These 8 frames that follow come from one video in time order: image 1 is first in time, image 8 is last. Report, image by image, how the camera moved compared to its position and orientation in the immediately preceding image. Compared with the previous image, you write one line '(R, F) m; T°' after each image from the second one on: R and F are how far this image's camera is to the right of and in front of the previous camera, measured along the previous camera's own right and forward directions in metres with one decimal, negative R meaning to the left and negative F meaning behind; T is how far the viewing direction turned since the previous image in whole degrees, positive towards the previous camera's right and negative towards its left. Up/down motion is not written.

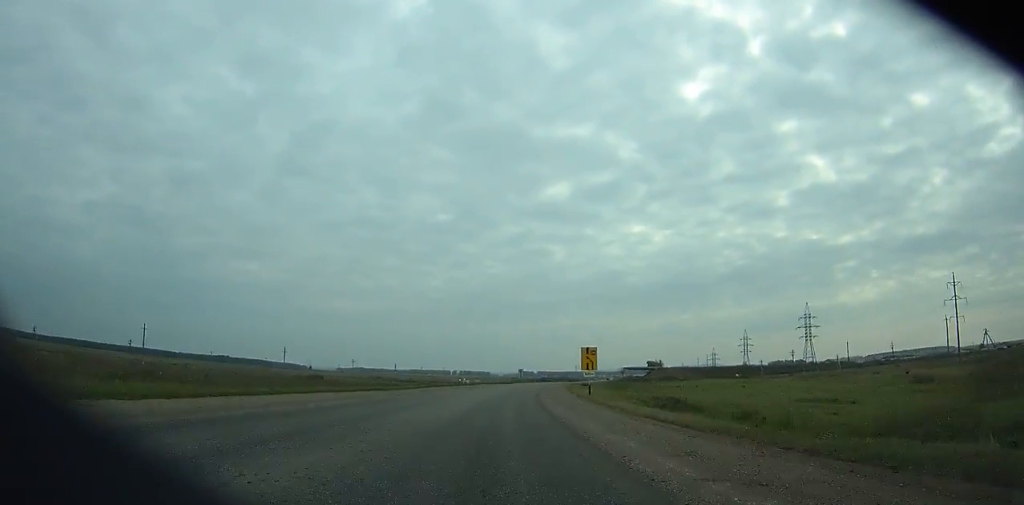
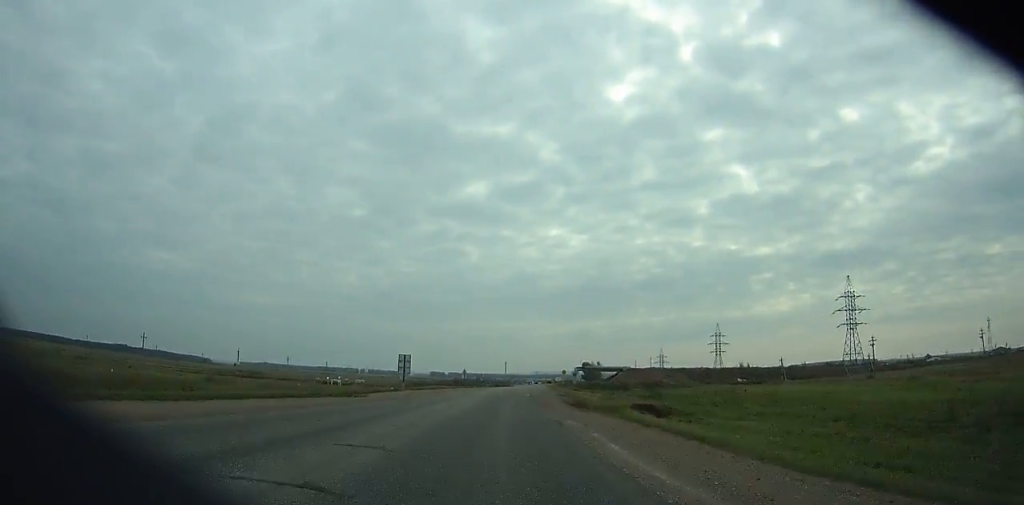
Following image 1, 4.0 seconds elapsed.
(+5.2, +89.1) m; +7°
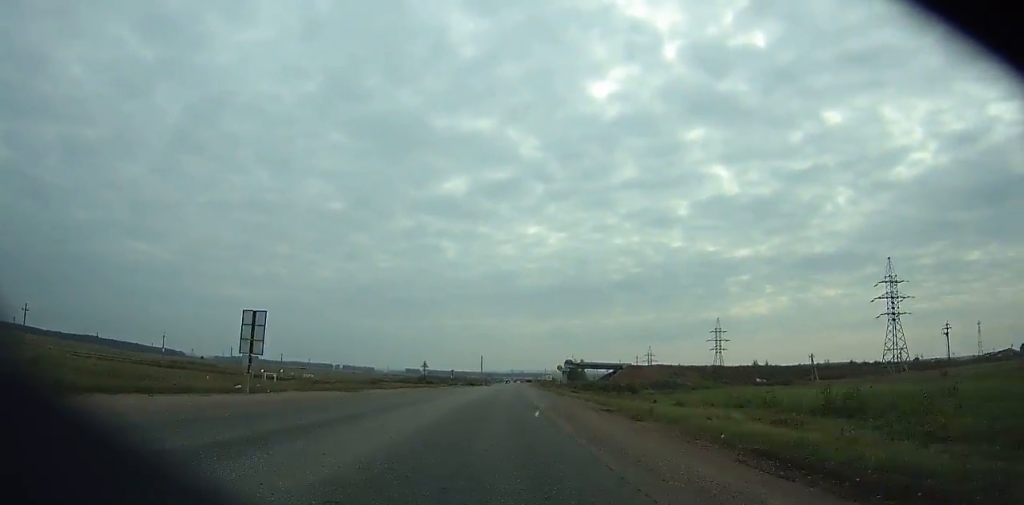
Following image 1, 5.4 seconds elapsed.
(+1.2, +30.9) m; +2°
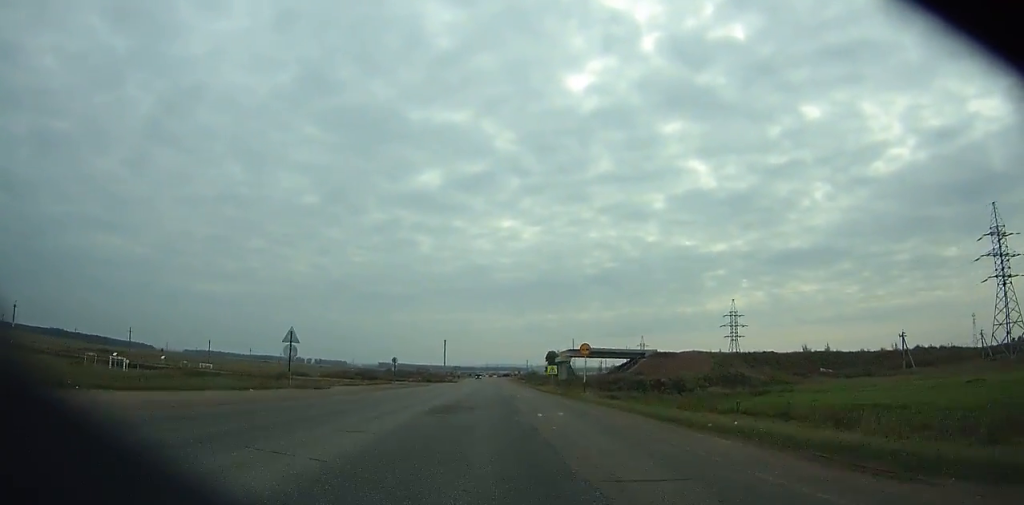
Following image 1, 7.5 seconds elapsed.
(+1.5, +45.4) m; +3°
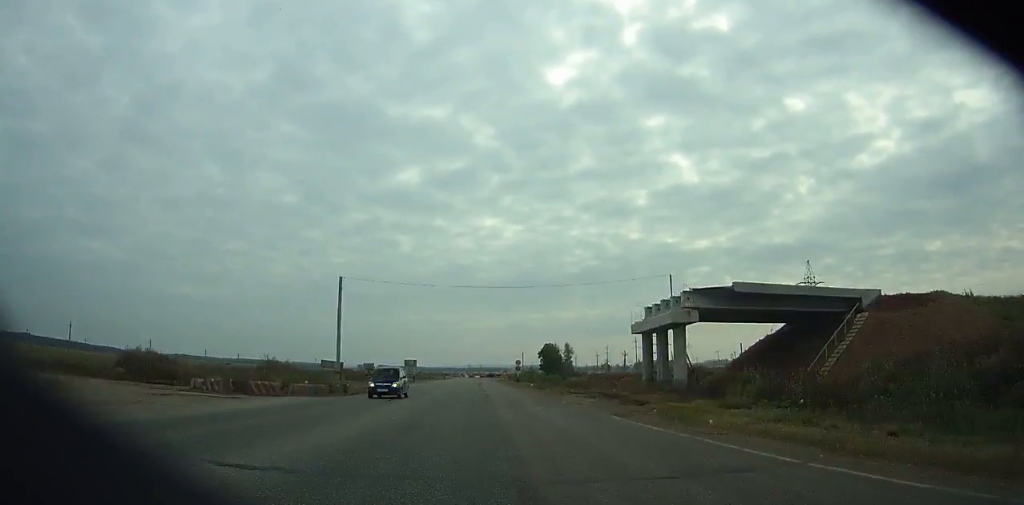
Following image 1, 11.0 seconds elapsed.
(+2.0, +72.7) m; +2°
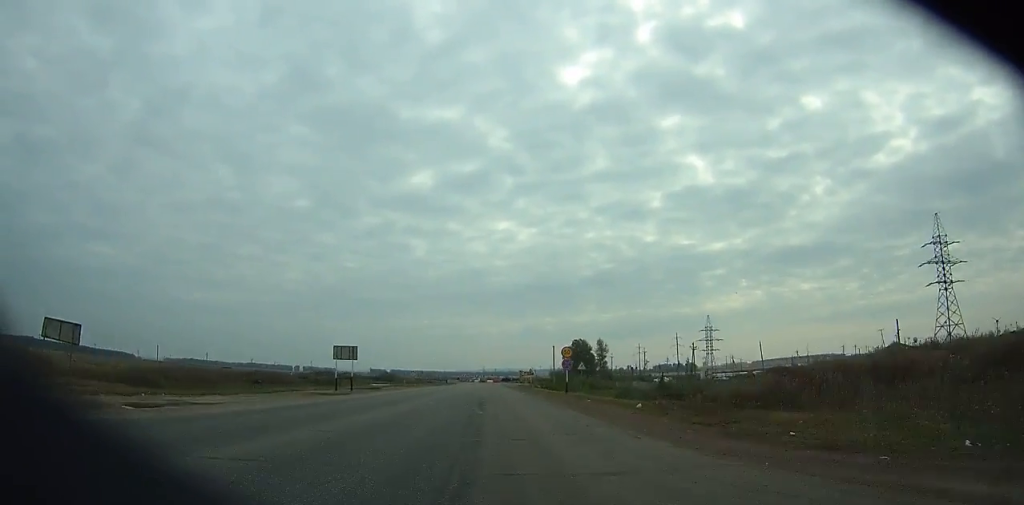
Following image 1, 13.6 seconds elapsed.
(+0.3, +51.5) m; 0°
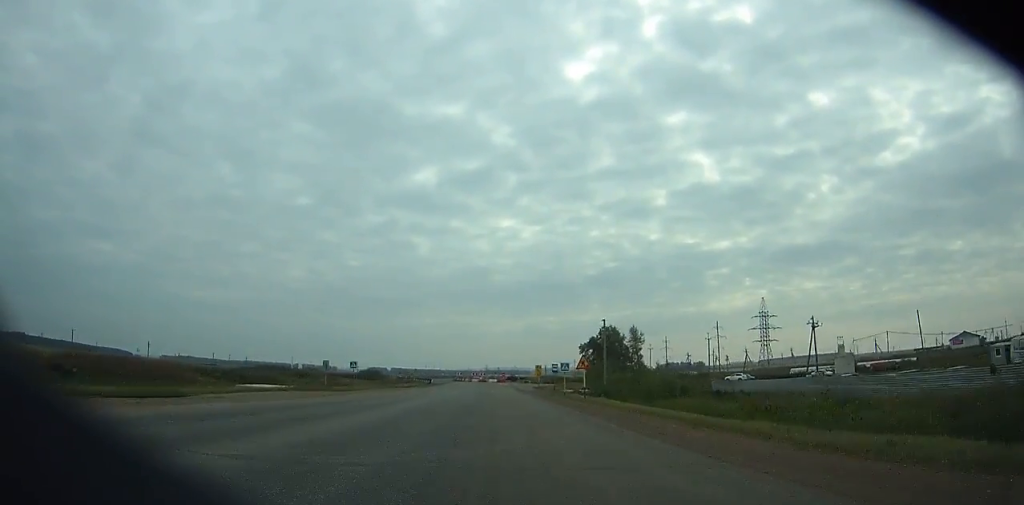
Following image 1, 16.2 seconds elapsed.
(-0.2, +50.0) m; -1°
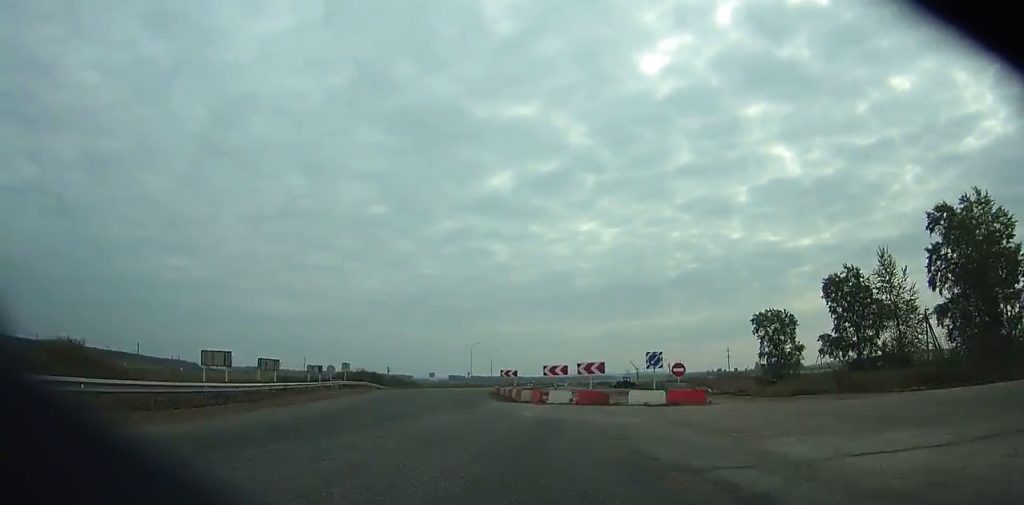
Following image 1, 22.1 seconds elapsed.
(-3.0, +111.3) m; -5°
